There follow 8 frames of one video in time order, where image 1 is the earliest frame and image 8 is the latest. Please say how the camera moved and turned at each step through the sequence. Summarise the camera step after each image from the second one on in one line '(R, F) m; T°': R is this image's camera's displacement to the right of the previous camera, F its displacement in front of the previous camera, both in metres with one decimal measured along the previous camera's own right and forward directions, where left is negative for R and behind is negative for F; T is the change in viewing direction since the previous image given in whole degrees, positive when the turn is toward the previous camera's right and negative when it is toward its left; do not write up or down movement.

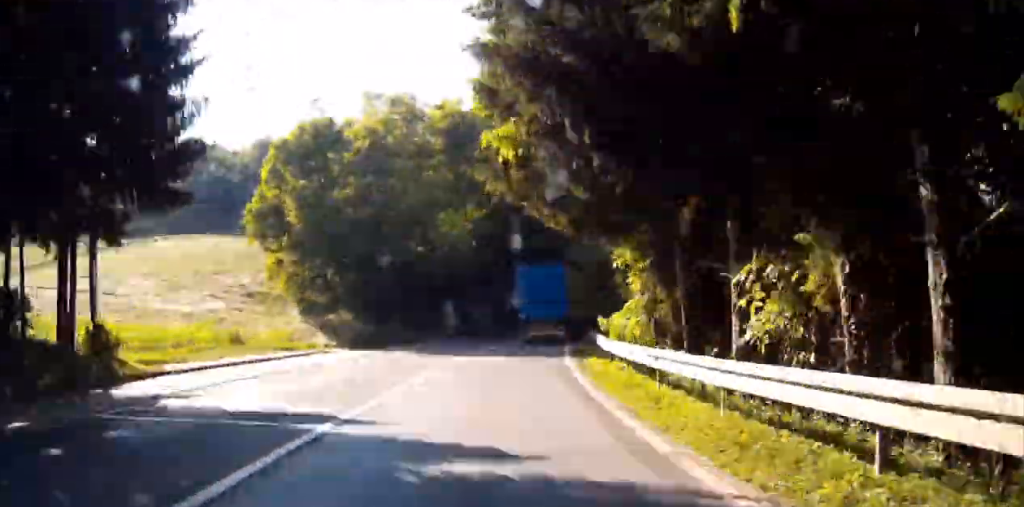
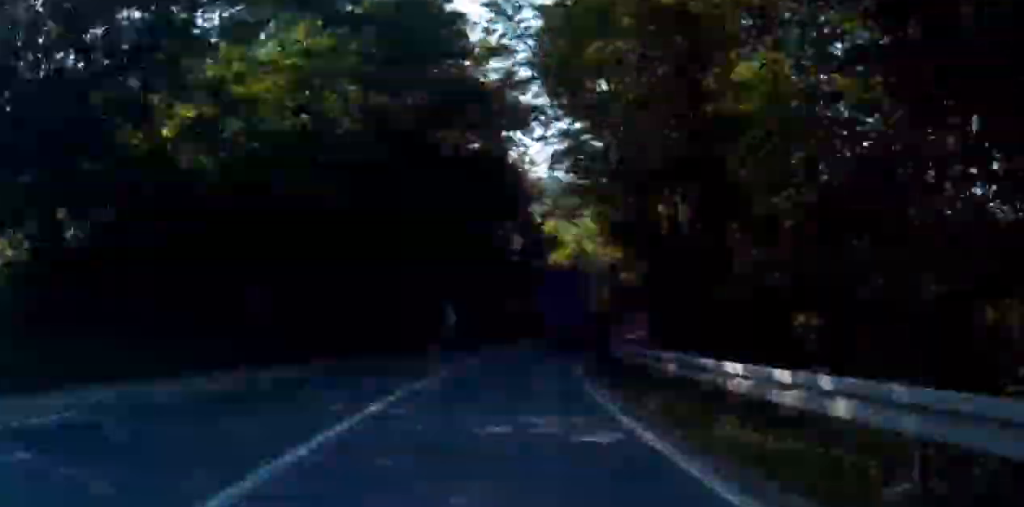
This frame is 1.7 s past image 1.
(+6.6, +28.5) m; +9°
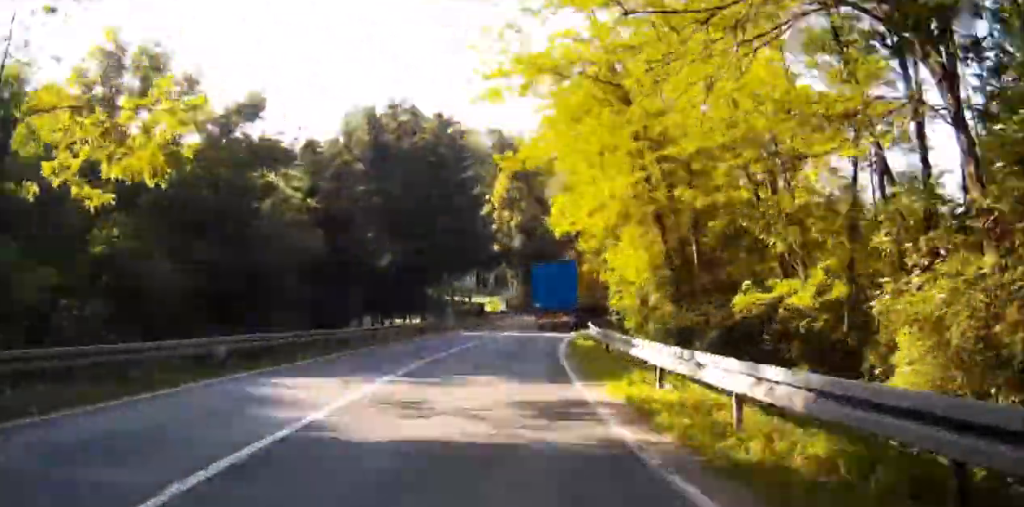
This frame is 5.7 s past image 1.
(+5.2, +72.9) m; +4°
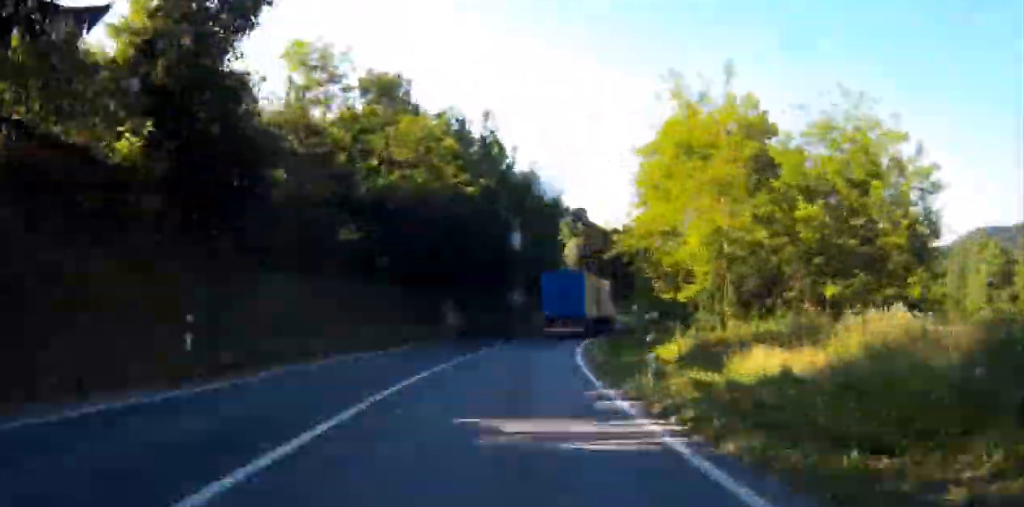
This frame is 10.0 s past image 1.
(0.0, +83.1) m; +9°
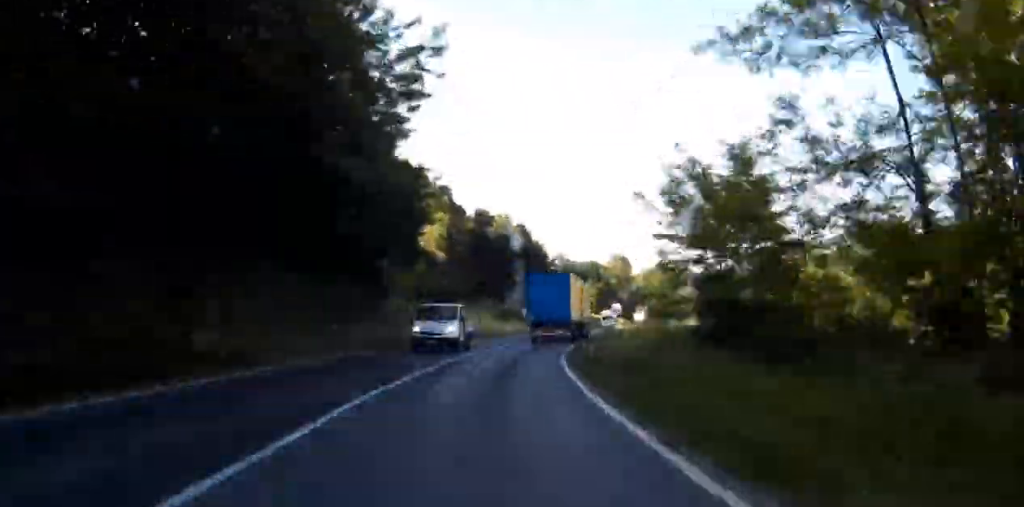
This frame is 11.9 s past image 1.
(-0.9, +35.5) m; +12°
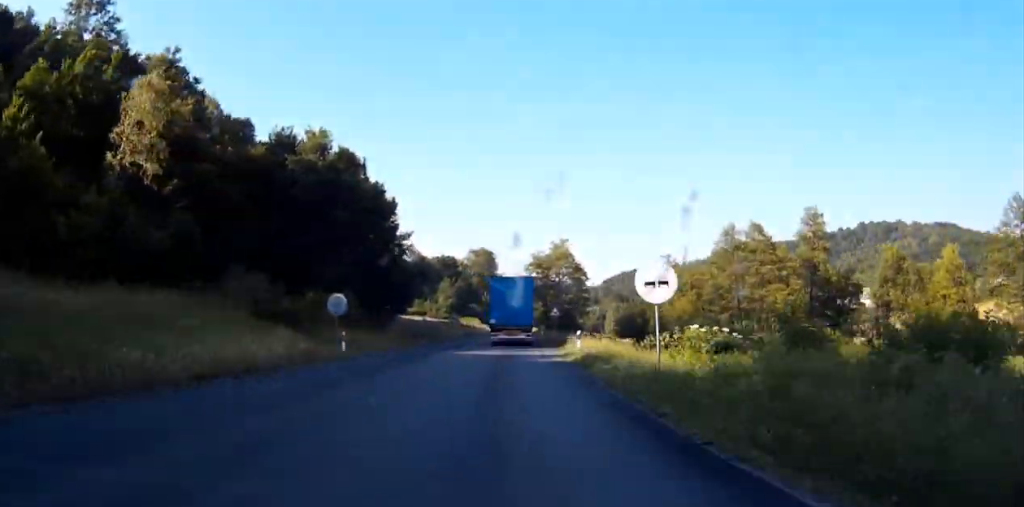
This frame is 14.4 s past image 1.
(+12.5, +45.5) m; +19°
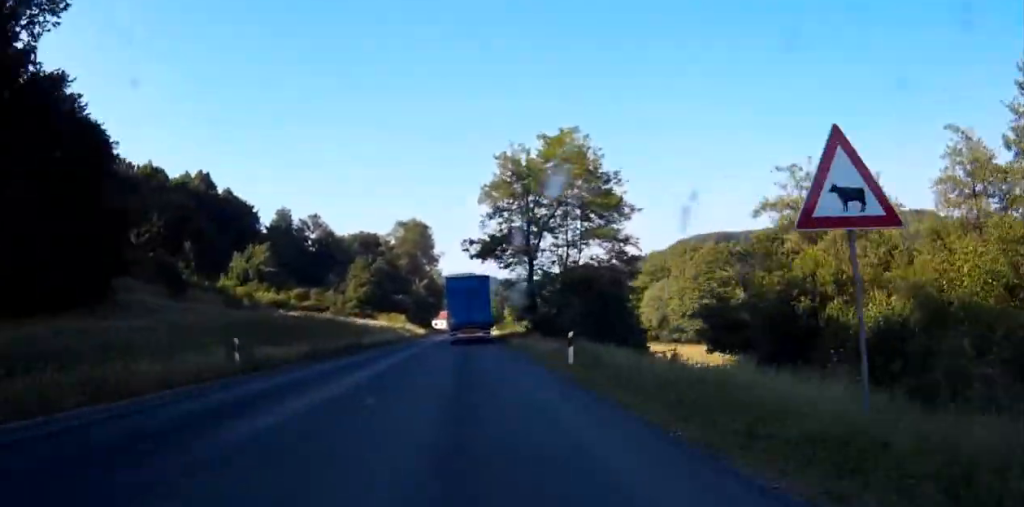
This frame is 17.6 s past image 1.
(+5.3, +59.6) m; +5°
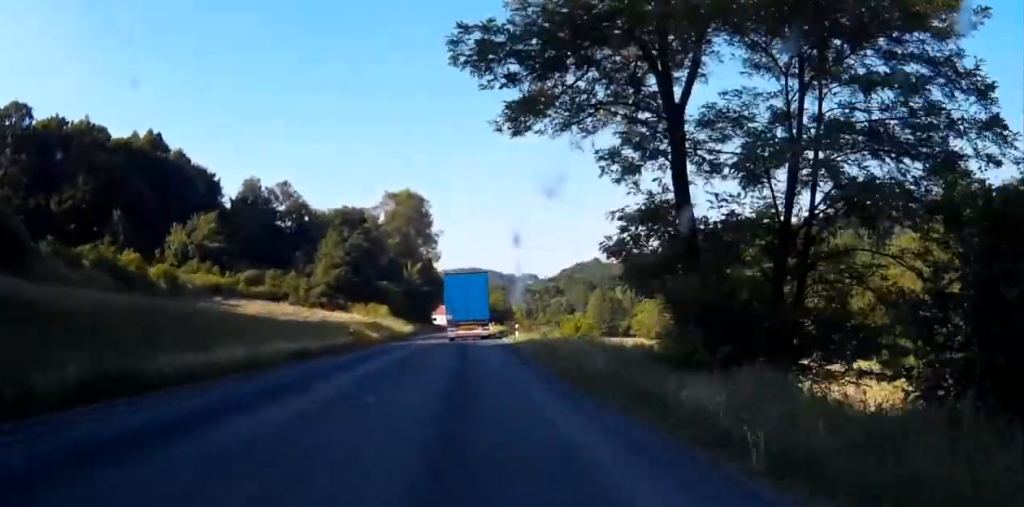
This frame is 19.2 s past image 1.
(-0.1, +29.5) m; 0°
